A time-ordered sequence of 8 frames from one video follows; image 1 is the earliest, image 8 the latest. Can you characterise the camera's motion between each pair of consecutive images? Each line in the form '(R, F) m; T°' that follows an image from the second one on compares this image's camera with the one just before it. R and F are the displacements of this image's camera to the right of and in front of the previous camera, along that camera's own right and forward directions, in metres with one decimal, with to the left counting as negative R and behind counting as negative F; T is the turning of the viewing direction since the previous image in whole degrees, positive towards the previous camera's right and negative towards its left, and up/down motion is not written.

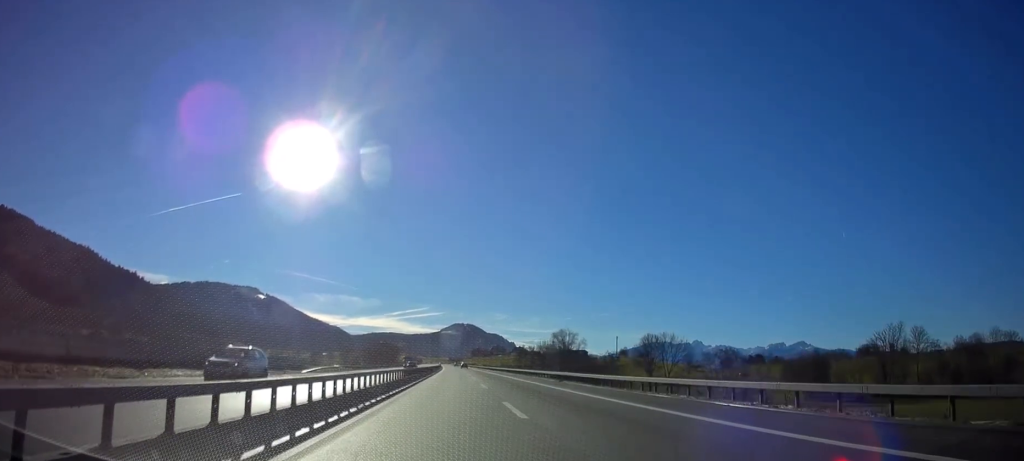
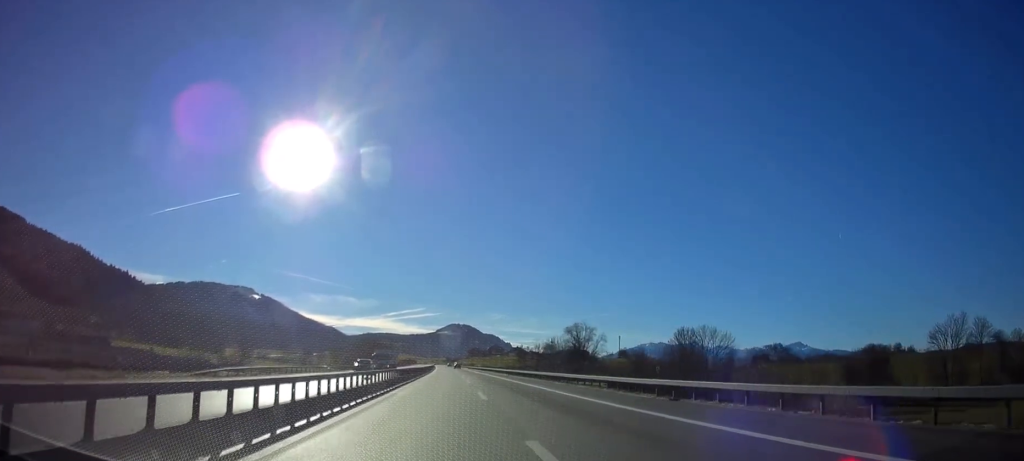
(0.0, +27.0) m; 0°
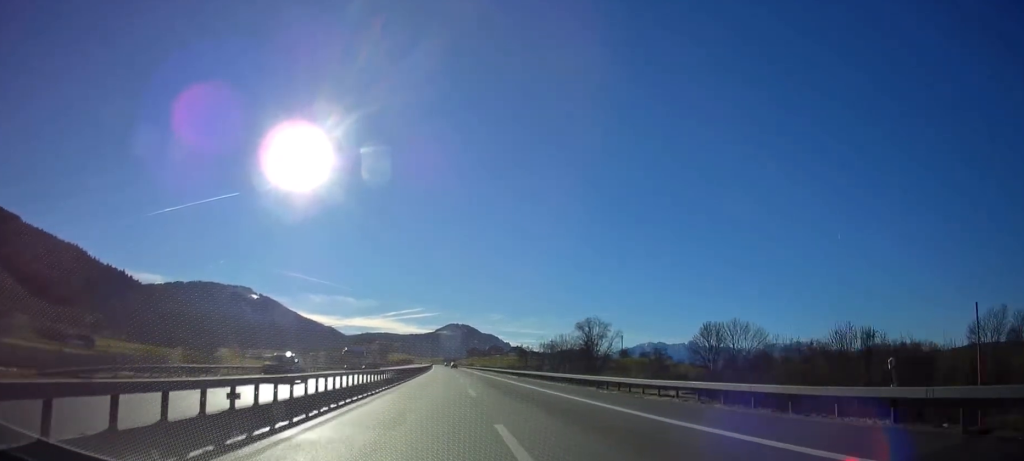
(0.0, +15.8) m; 0°
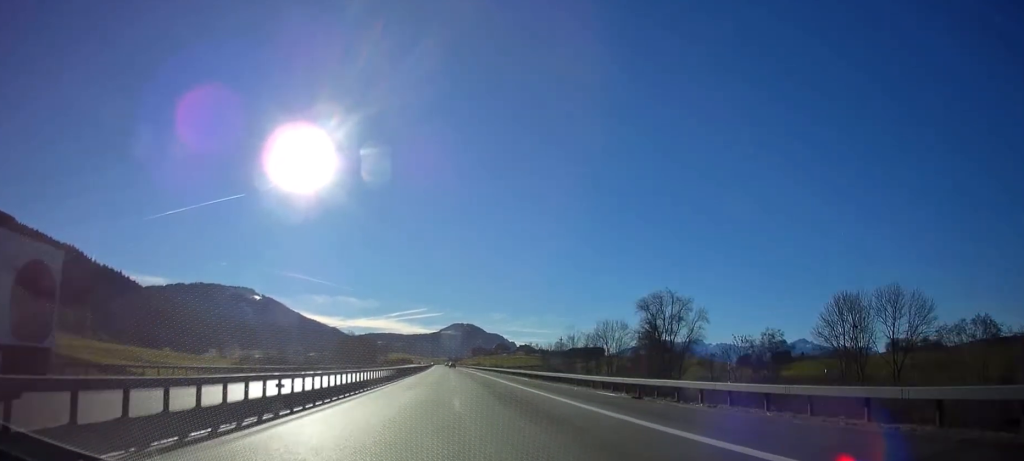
(-0.1, +43.9) m; 0°
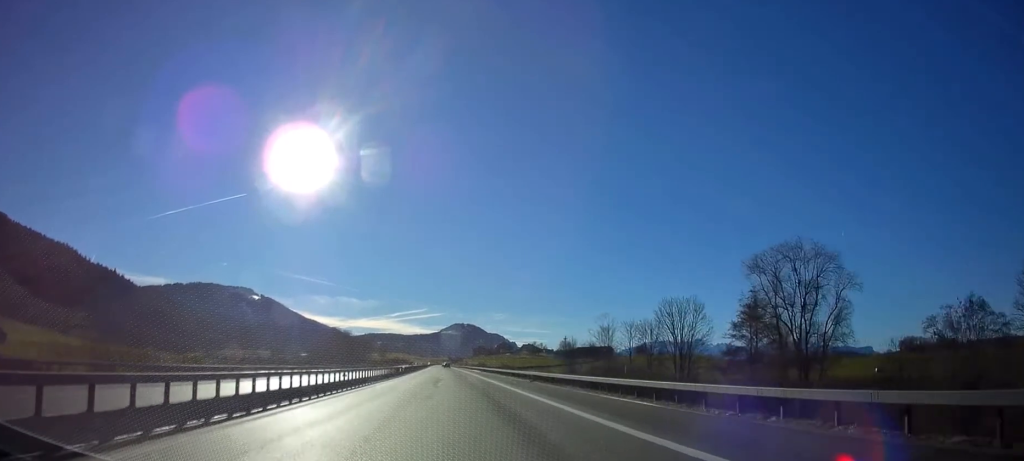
(0.0, +36.0) m; 0°
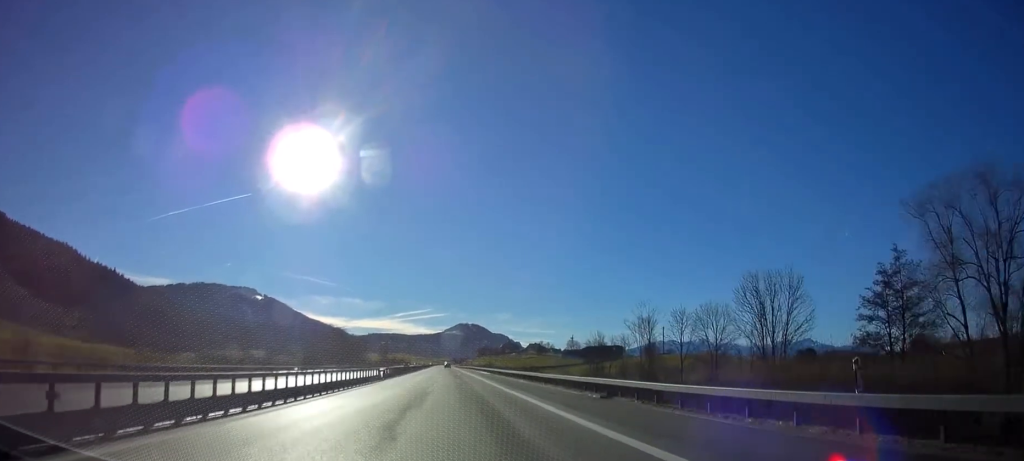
(-0.1, +22.5) m; 0°
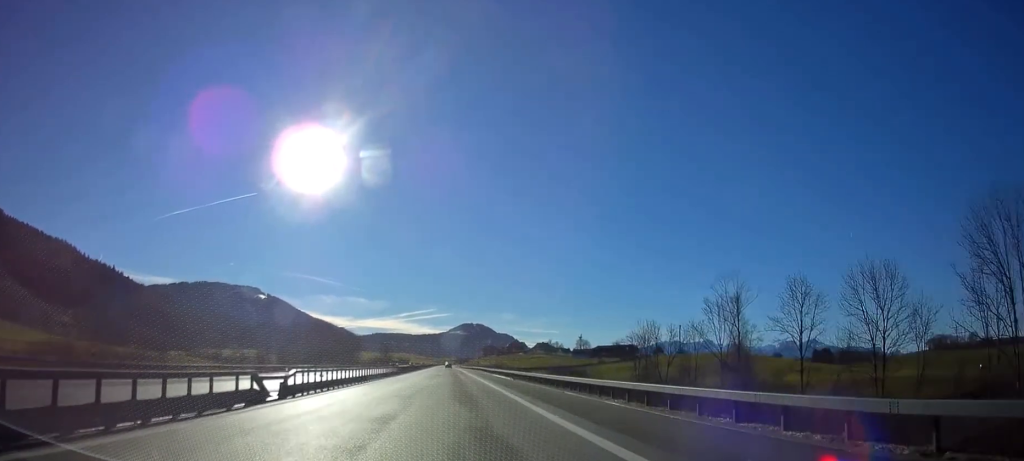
(-0.1, +30.4) m; -1°
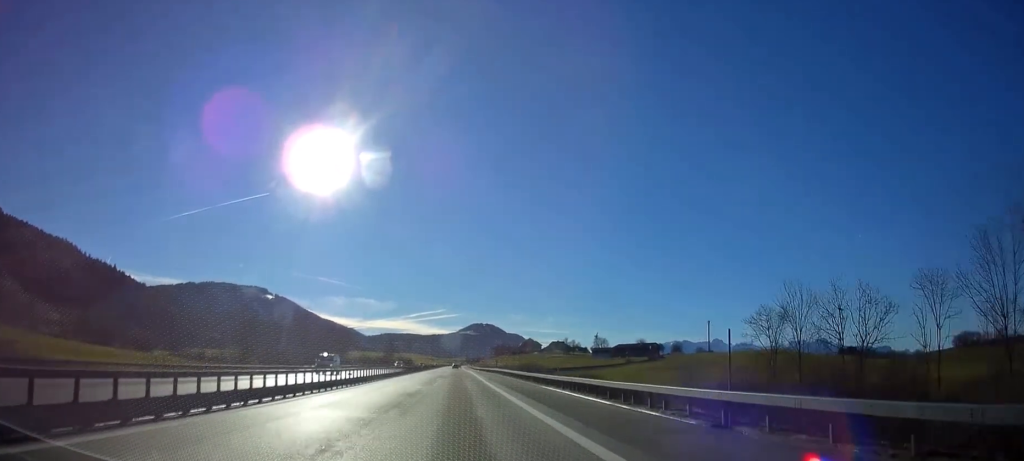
(-0.4, +41.7) m; -1°
